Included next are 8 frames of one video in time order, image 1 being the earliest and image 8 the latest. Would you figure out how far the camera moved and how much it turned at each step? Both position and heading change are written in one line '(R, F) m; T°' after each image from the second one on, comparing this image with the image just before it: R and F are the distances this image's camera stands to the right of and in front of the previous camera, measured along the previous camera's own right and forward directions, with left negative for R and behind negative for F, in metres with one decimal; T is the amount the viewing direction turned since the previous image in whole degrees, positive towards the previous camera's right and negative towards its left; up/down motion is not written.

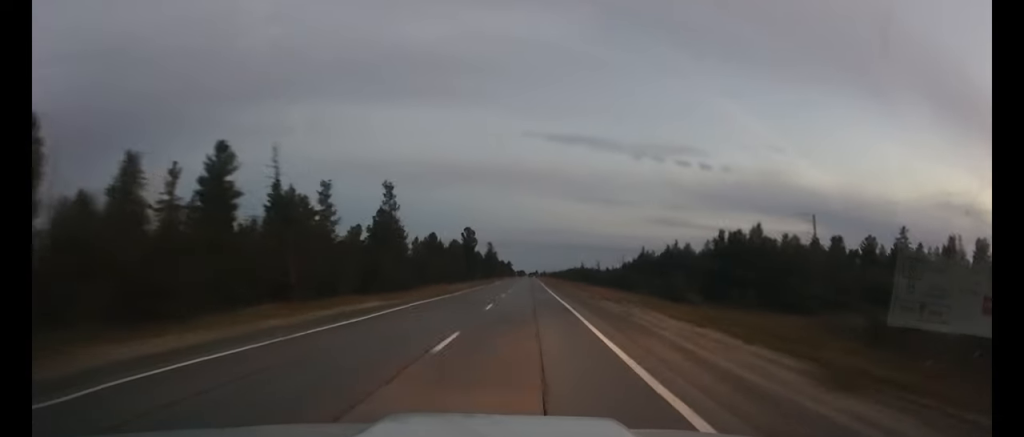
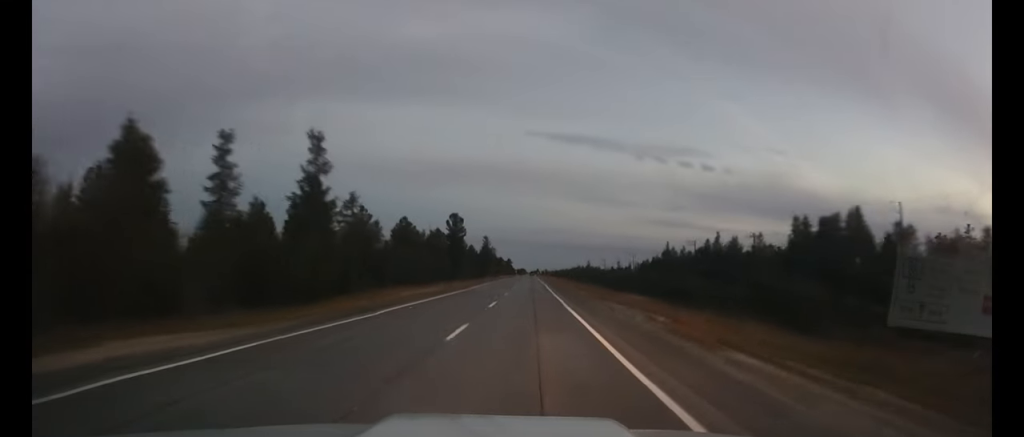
(0.0, +22.9) m; 0°
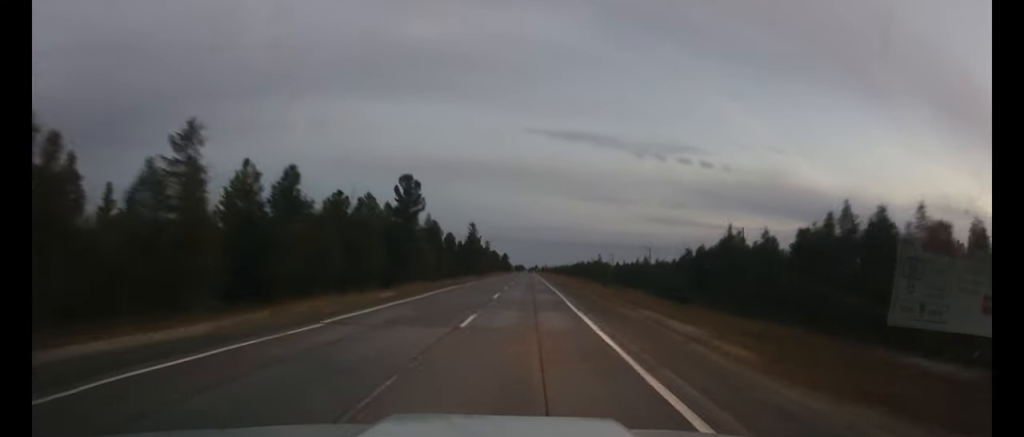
(+0.1, +35.6) m; 0°
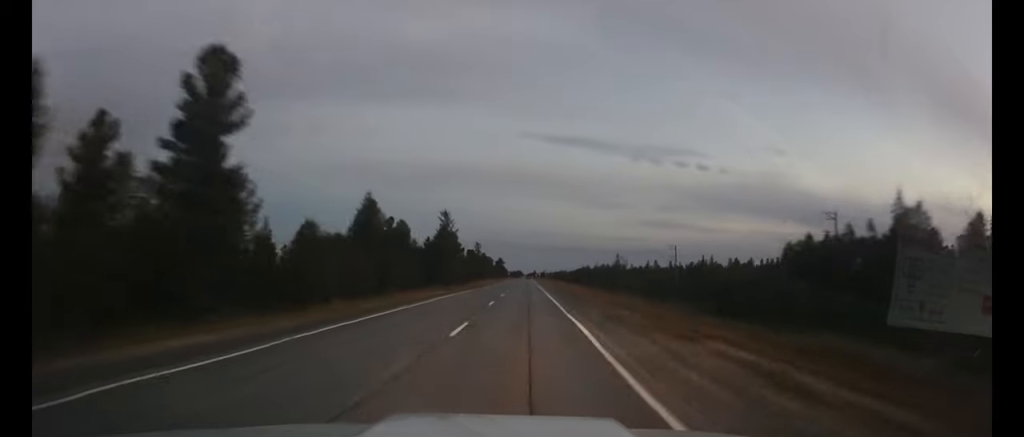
(0.0, +38.2) m; 0°
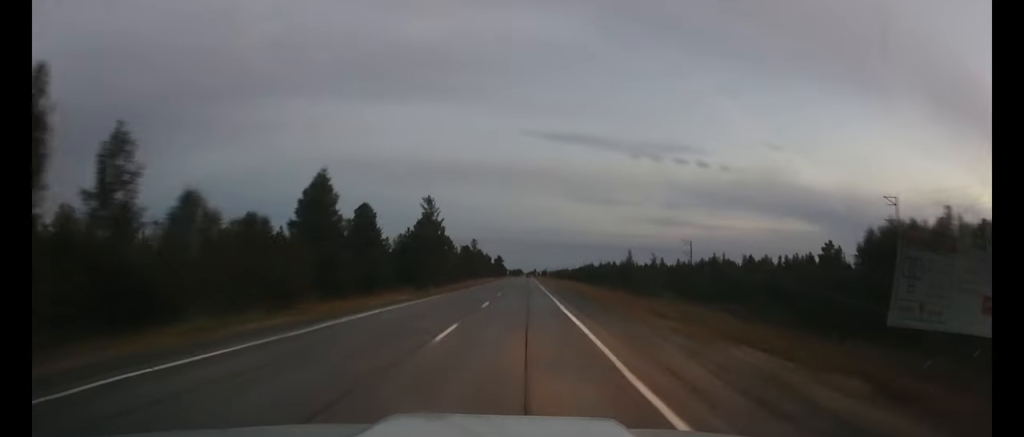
(0.0, +15.5) m; 0°
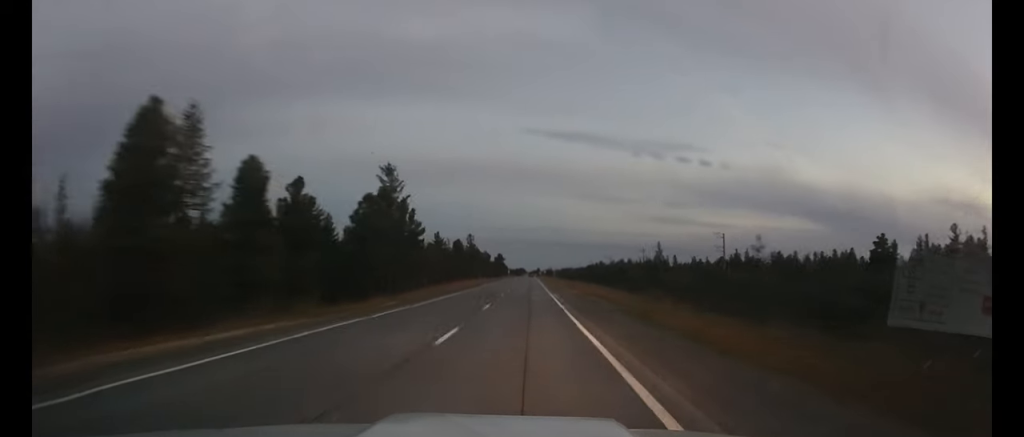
(0.0, +23.7) m; 0°
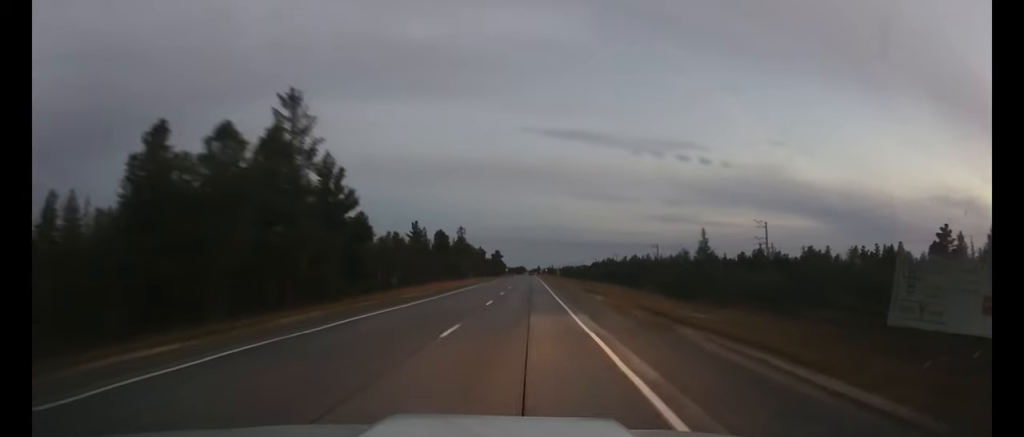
(0.0, +23.7) m; 0°
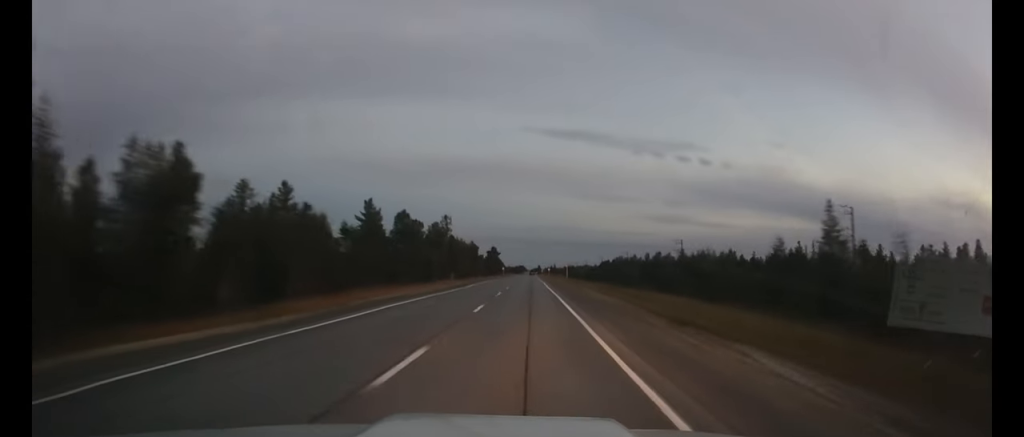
(0.0, +30.0) m; 0°
